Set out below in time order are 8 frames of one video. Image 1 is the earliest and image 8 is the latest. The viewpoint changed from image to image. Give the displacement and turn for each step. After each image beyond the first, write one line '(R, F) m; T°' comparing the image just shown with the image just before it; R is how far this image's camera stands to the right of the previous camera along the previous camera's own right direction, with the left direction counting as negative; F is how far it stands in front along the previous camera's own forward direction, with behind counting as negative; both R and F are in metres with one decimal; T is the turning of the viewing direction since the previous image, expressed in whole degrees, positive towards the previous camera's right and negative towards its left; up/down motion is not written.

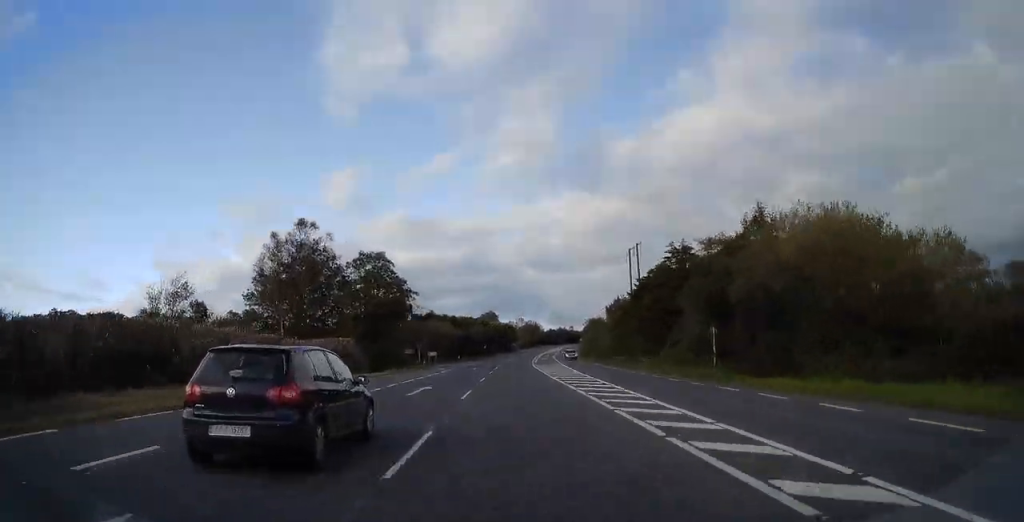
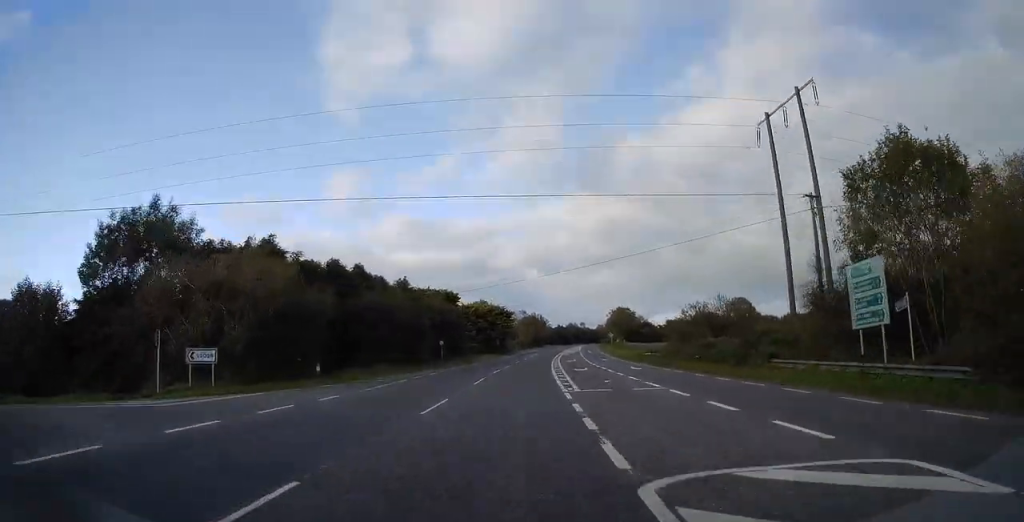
(+1.7, +60.6) m; +3°
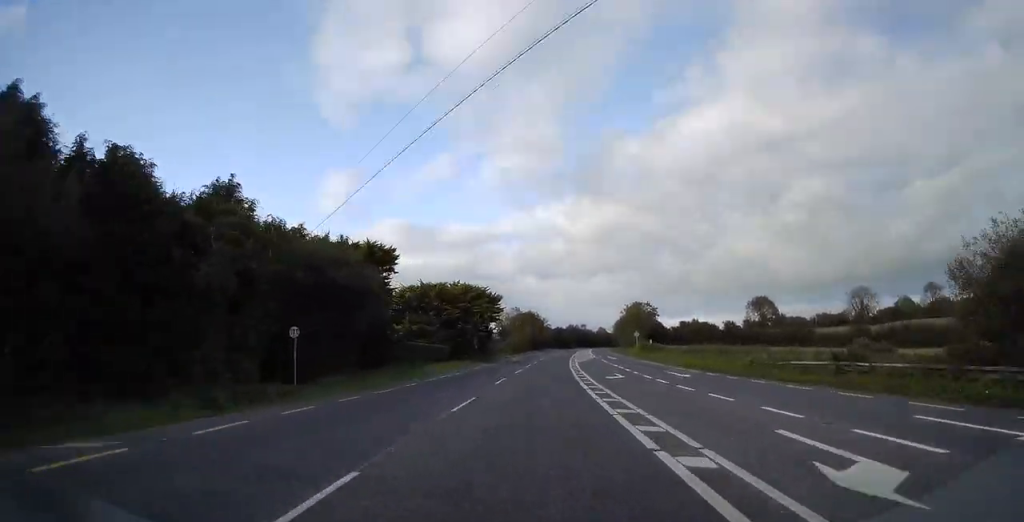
(+0.3, +33.4) m; 0°
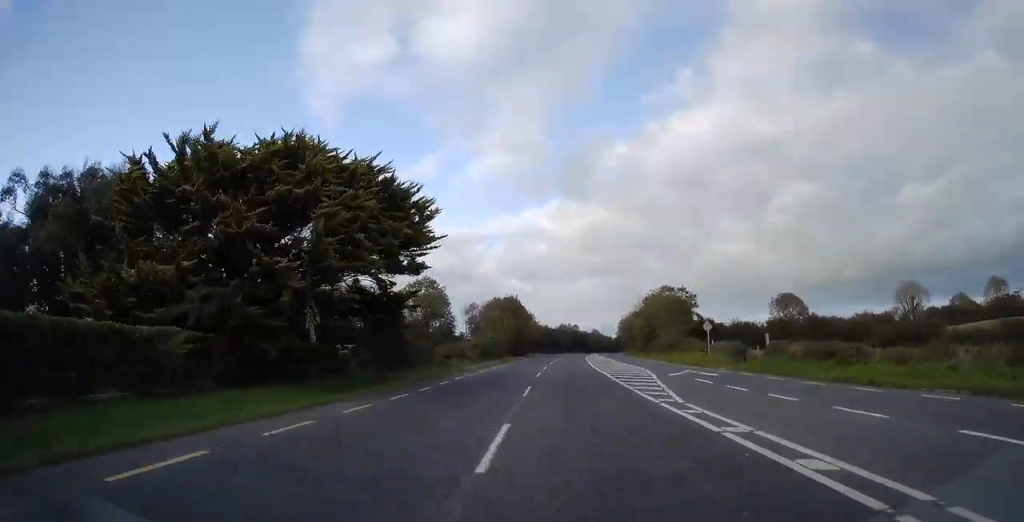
(0.0, +42.3) m; 0°
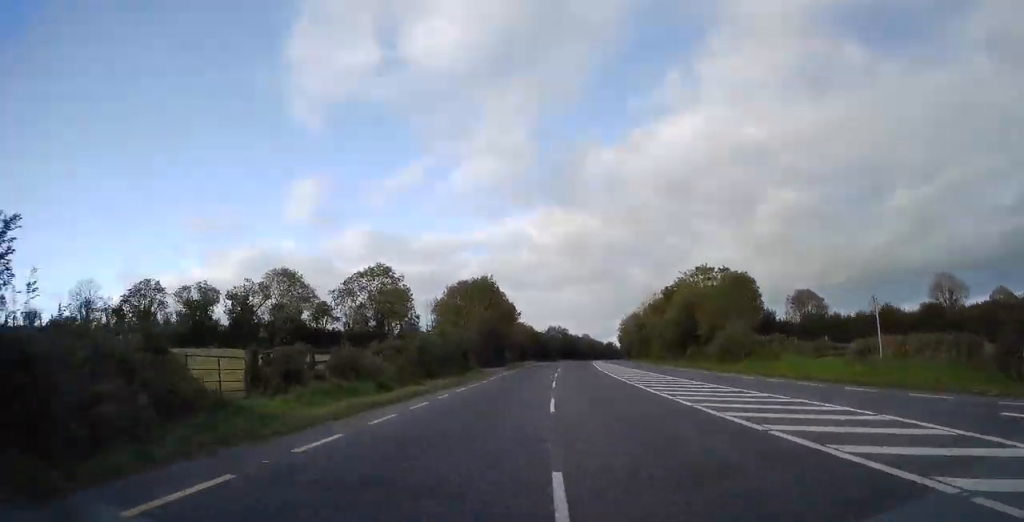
(0.0, +27.6) m; 0°
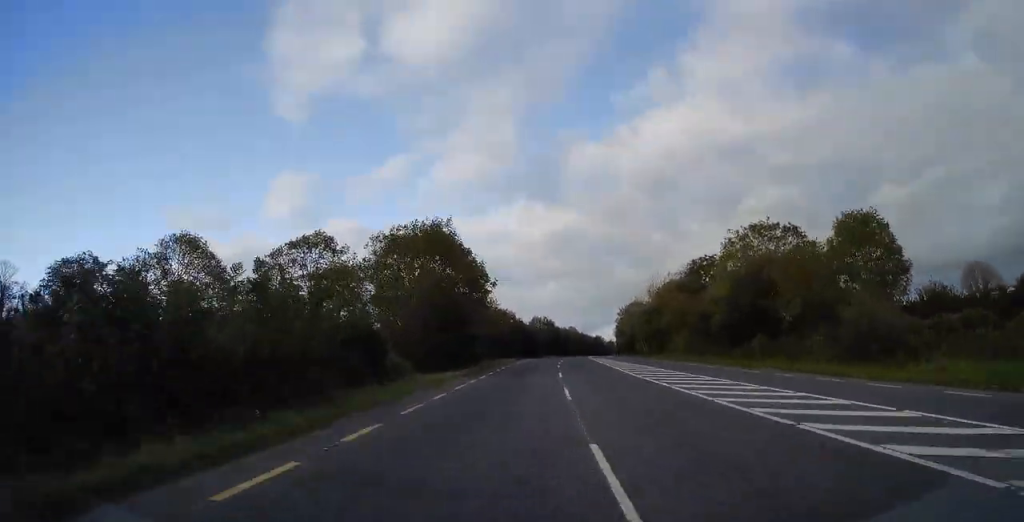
(+0.2, +22.5) m; 0°
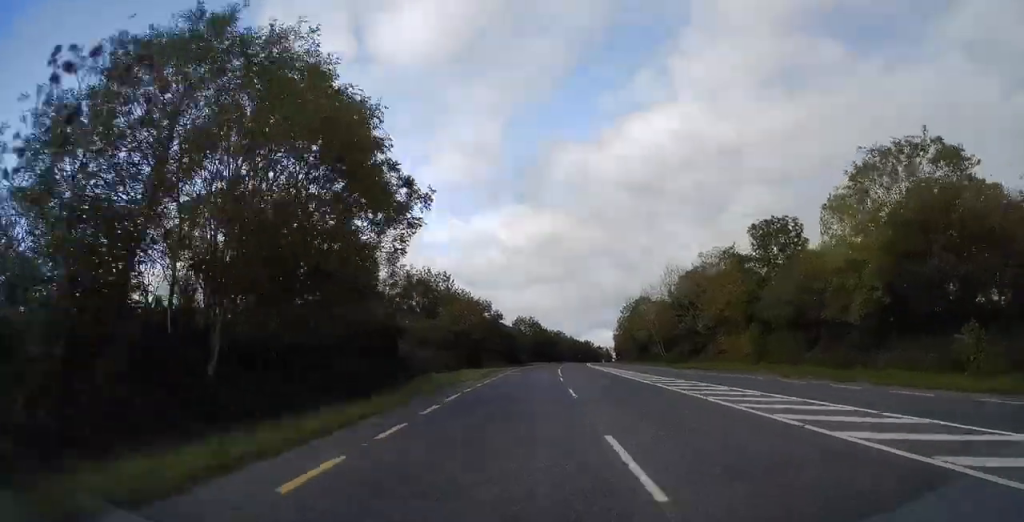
(0.0, +22.5) m; 0°
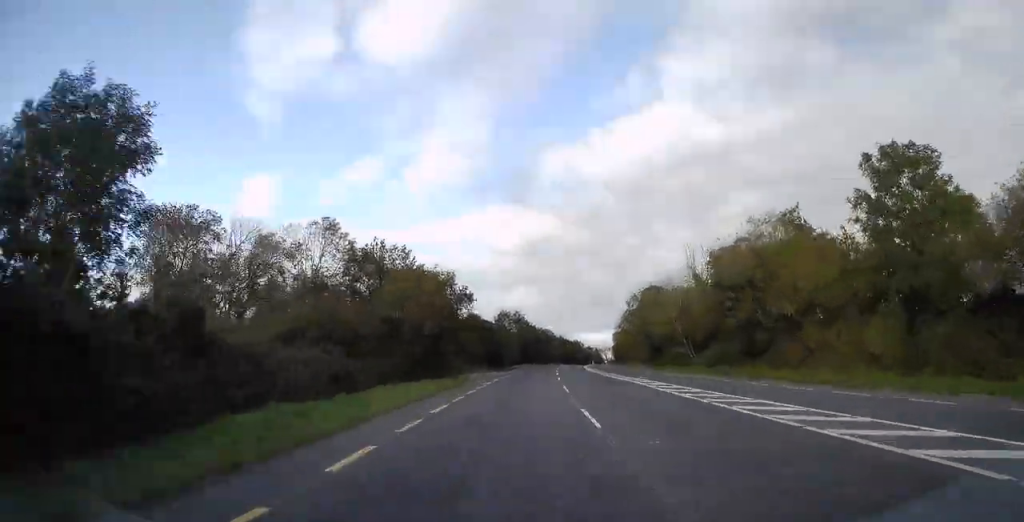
(-0.1, +18.3) m; 0°
